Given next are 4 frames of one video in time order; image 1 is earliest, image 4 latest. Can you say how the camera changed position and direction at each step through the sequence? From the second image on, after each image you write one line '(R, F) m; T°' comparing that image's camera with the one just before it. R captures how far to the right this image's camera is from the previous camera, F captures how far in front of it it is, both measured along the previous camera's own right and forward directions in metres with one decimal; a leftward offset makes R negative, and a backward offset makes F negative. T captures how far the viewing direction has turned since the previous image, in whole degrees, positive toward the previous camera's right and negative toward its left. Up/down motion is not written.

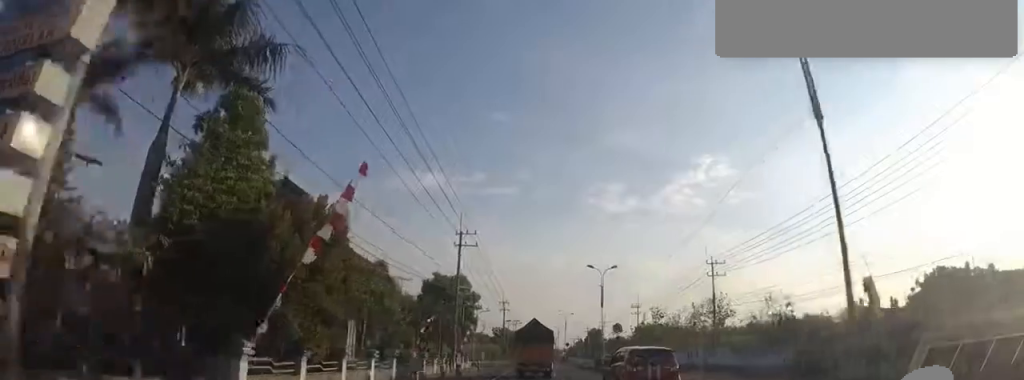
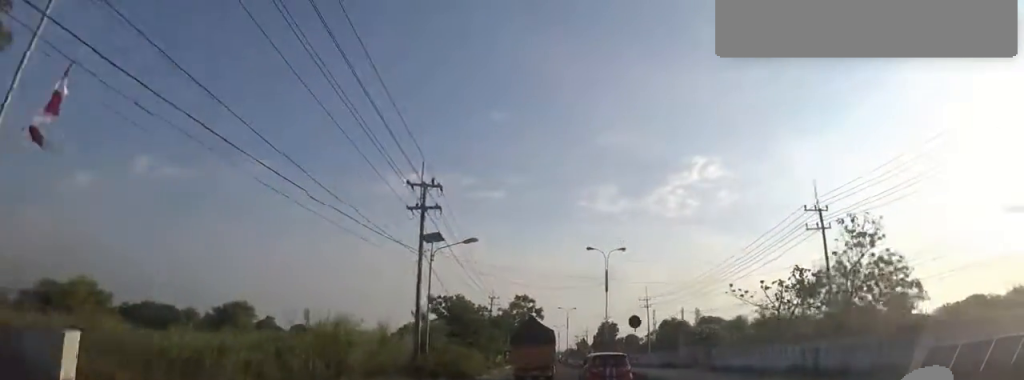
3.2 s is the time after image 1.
(-1.7, +61.4) m; 0°
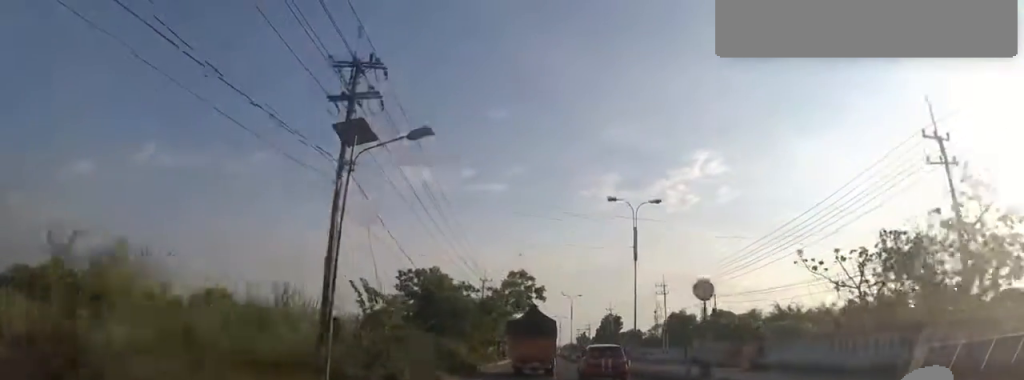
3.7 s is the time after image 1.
(+0.6, +11.2) m; 0°
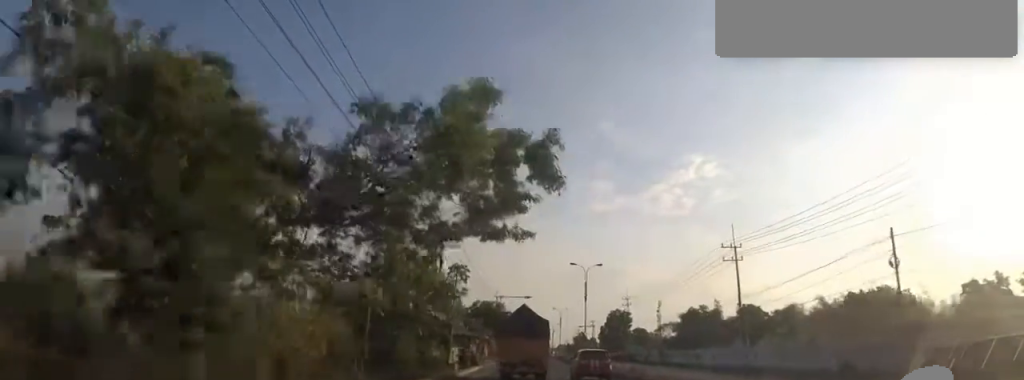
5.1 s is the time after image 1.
(-1.0, +26.7) m; -1°
